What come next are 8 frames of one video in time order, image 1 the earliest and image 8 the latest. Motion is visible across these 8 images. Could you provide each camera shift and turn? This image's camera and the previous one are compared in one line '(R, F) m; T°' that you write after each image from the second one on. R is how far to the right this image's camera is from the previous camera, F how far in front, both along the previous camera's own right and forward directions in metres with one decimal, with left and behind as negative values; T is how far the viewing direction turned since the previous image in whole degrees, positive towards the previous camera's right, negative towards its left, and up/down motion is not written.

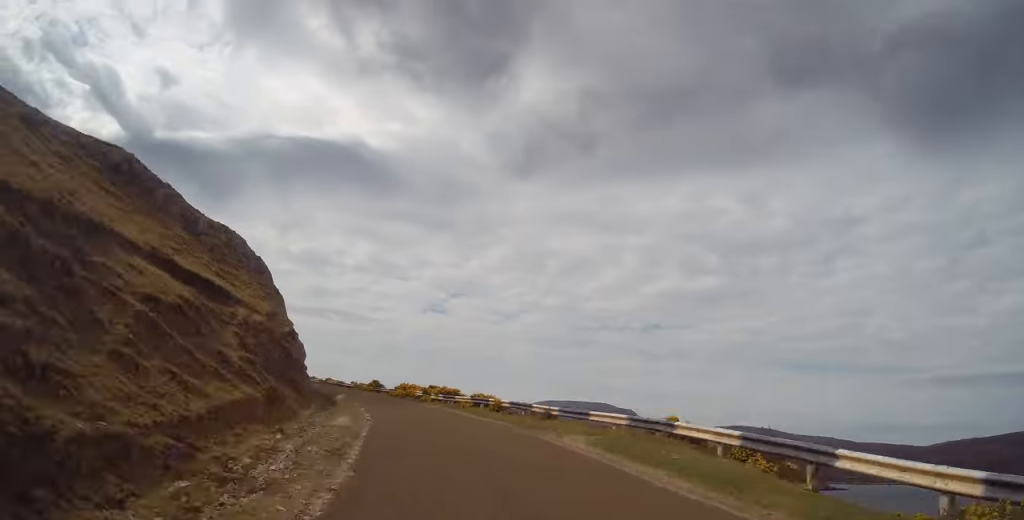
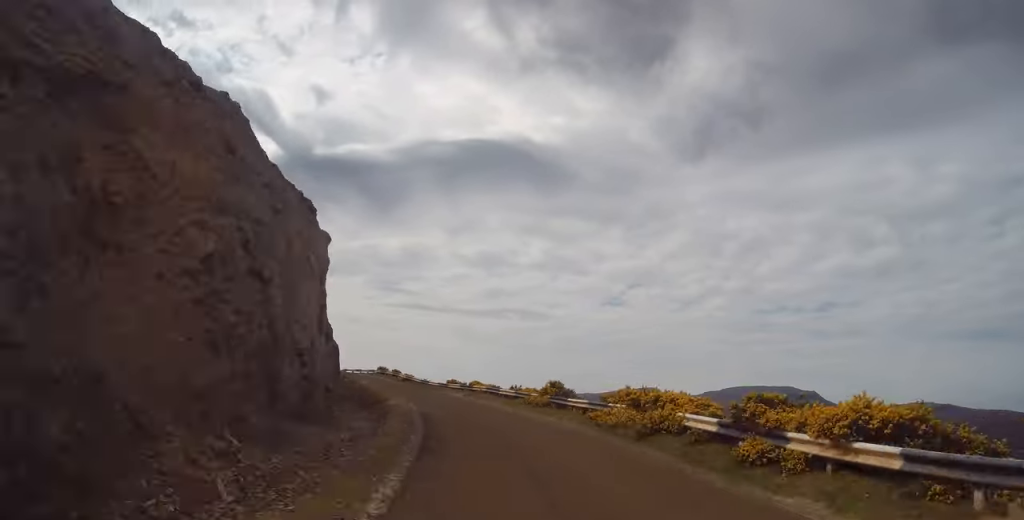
(-4.2, +34.1) m; -15°
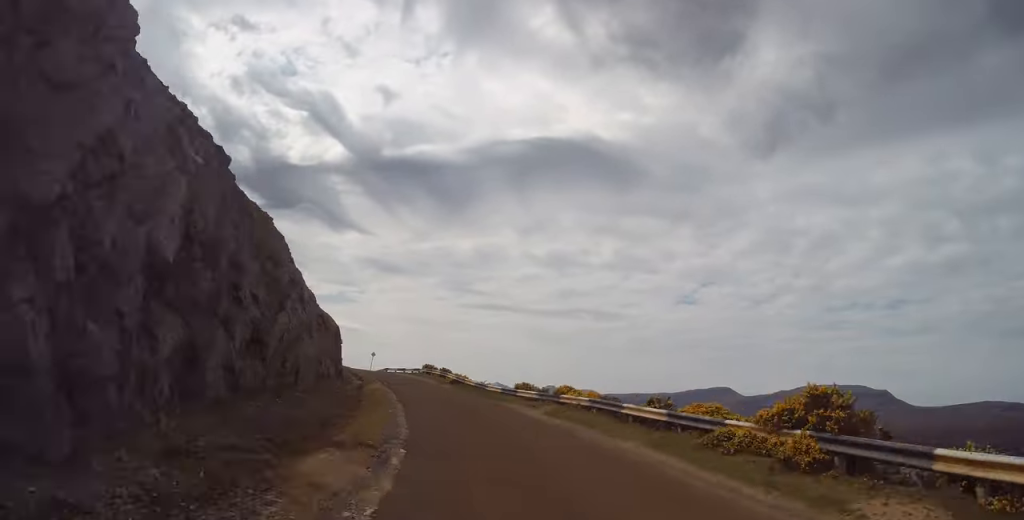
(-2.5, +19.6) m; -7°
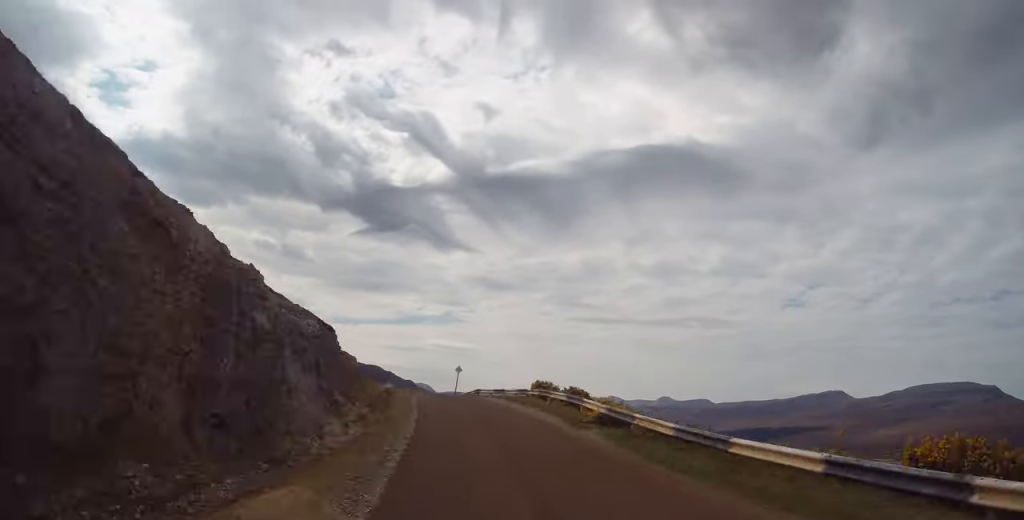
(-1.6, +23.2) m; -8°
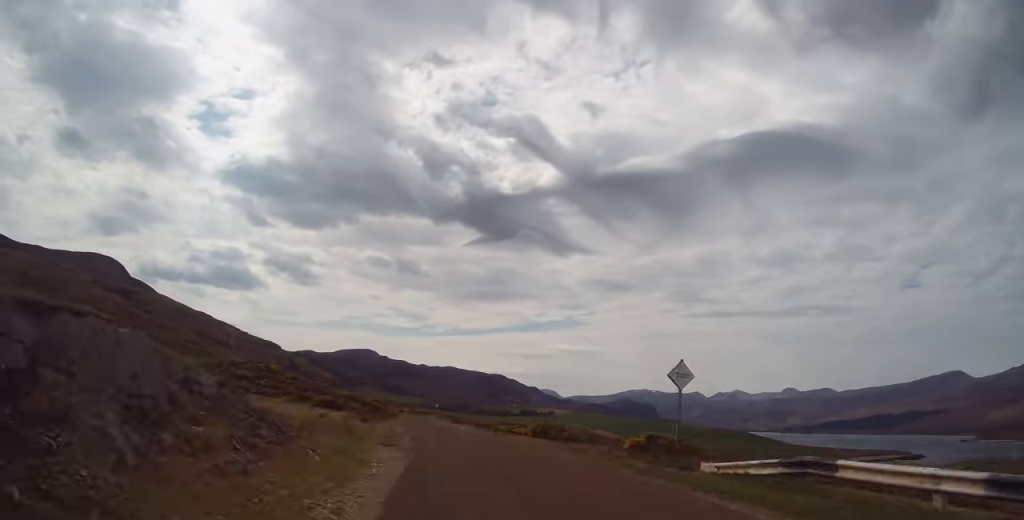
(-4.5, +39.9) m; -7°
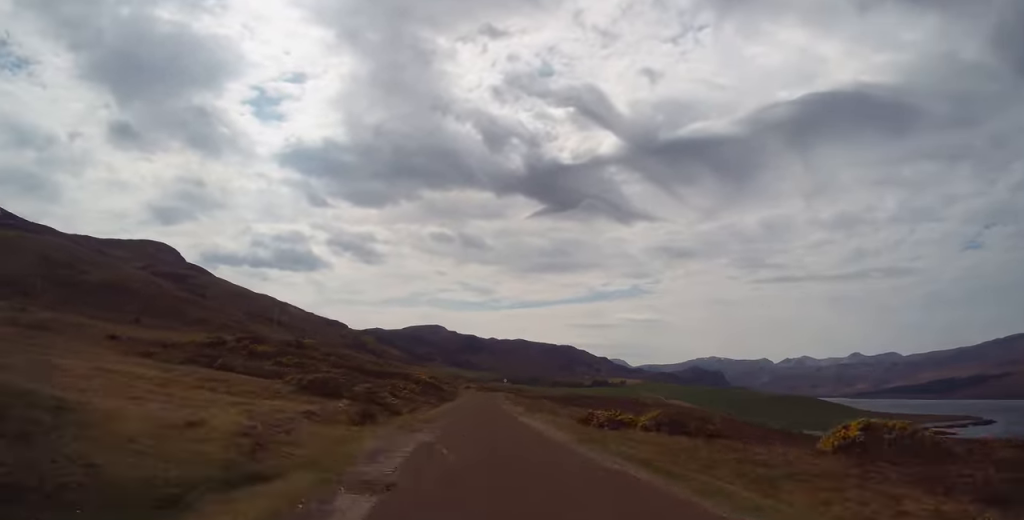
(-0.7, +21.5) m; -3°
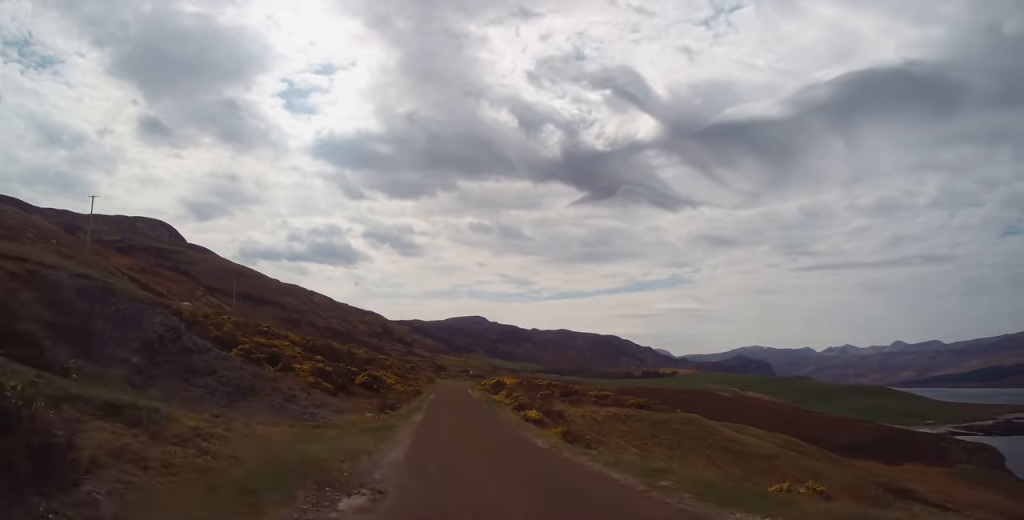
(-4.5, +105.7) m; -6°
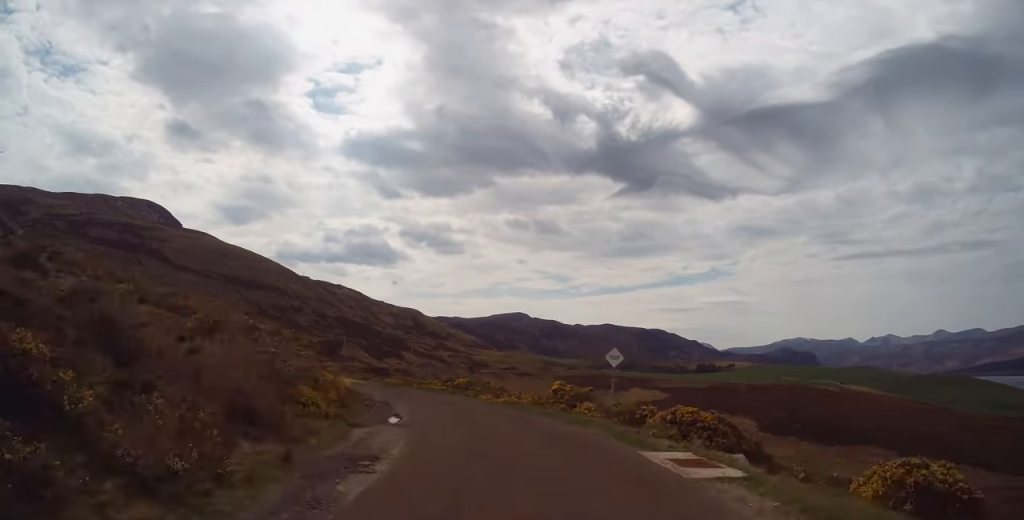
(-7.0, +107.0) m; -13°
